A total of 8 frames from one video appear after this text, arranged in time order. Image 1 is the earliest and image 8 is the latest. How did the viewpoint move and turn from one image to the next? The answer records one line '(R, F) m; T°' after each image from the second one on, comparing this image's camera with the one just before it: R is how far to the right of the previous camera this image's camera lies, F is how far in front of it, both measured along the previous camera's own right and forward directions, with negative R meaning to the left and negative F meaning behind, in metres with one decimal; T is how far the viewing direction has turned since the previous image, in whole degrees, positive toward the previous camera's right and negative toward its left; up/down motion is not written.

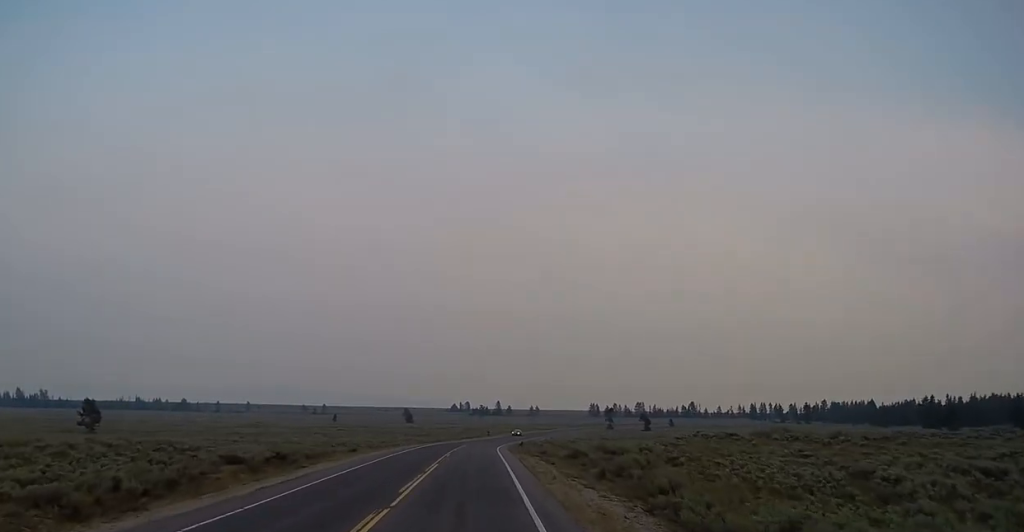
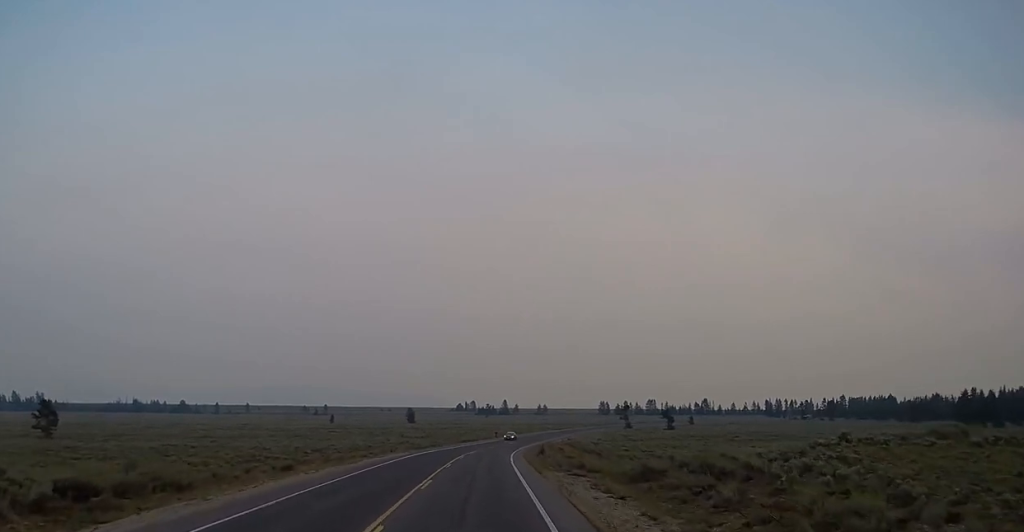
(+0.1, +20.8) m; +1°
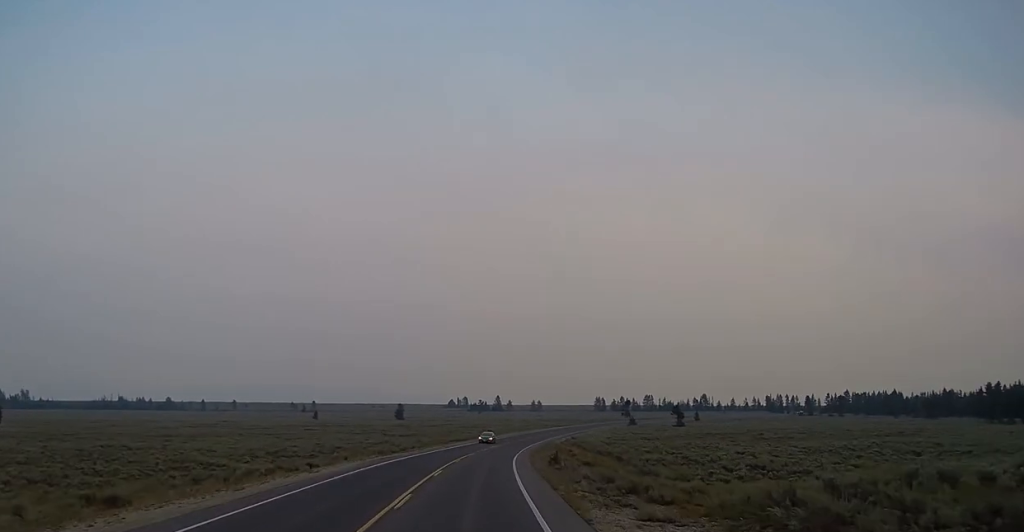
(+0.2, +18.6) m; 0°
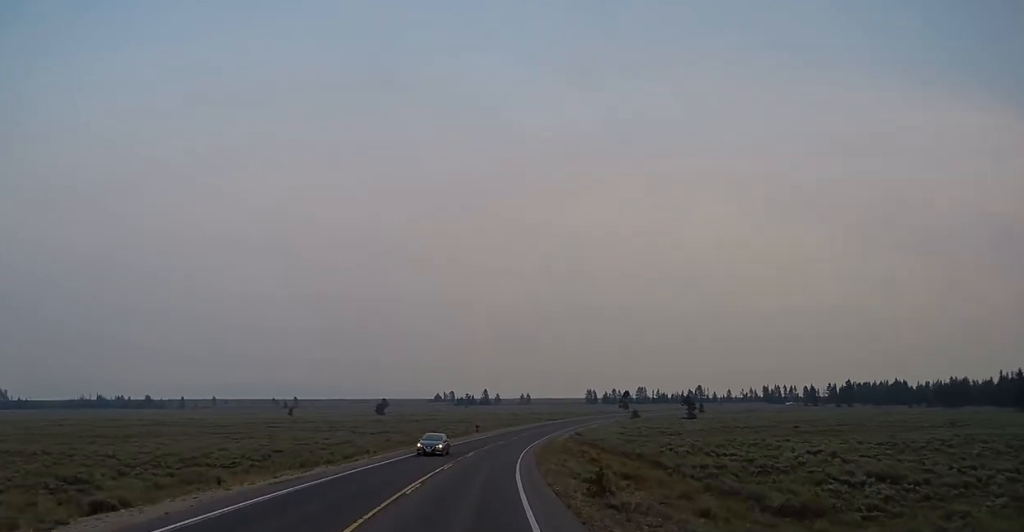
(0.0, +20.9) m; 0°
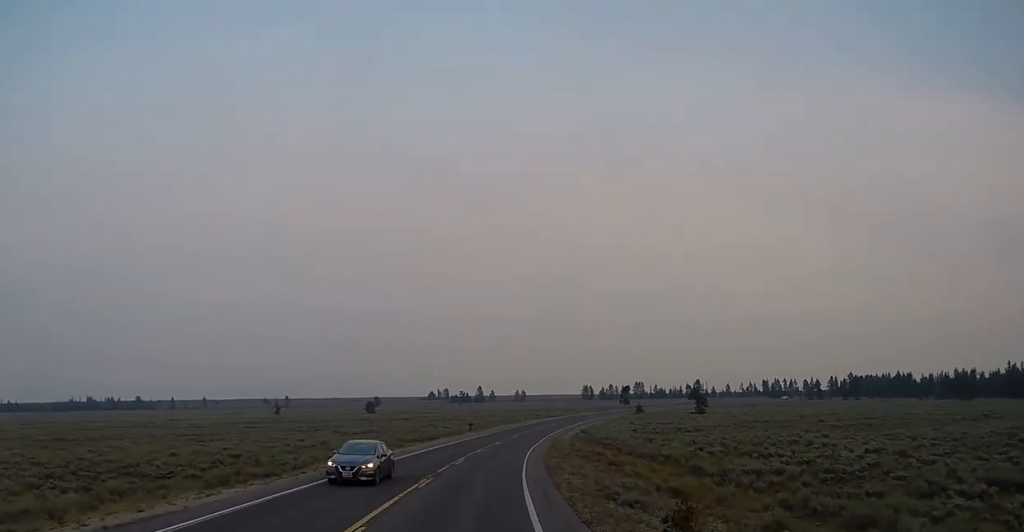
(0.0, +10.3) m; 0°
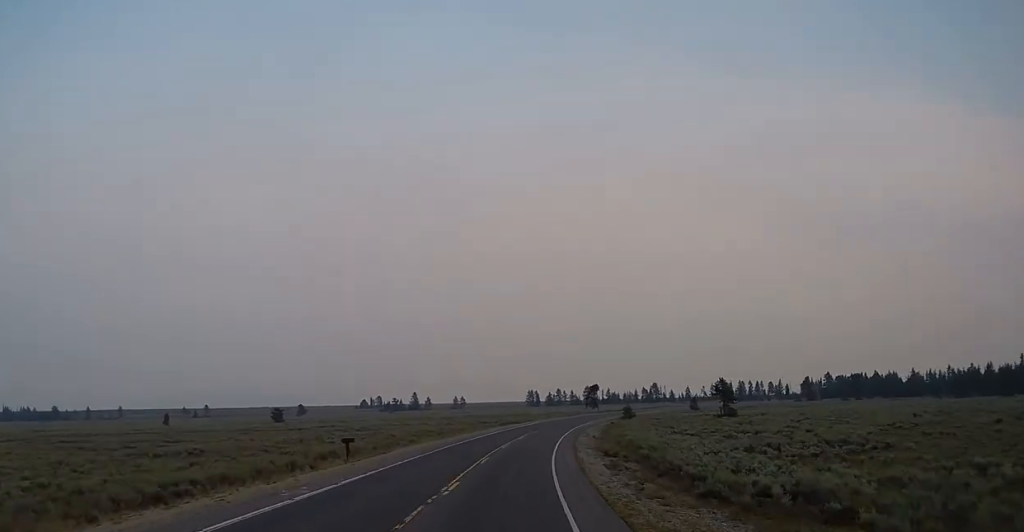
(+2.8, +50.7) m; +8°
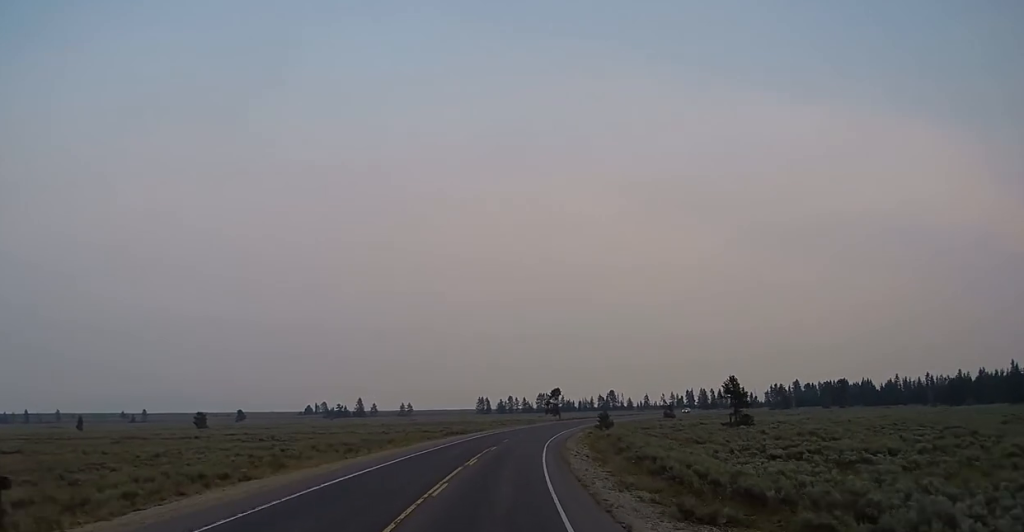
(+0.8, +25.6) m; +3°
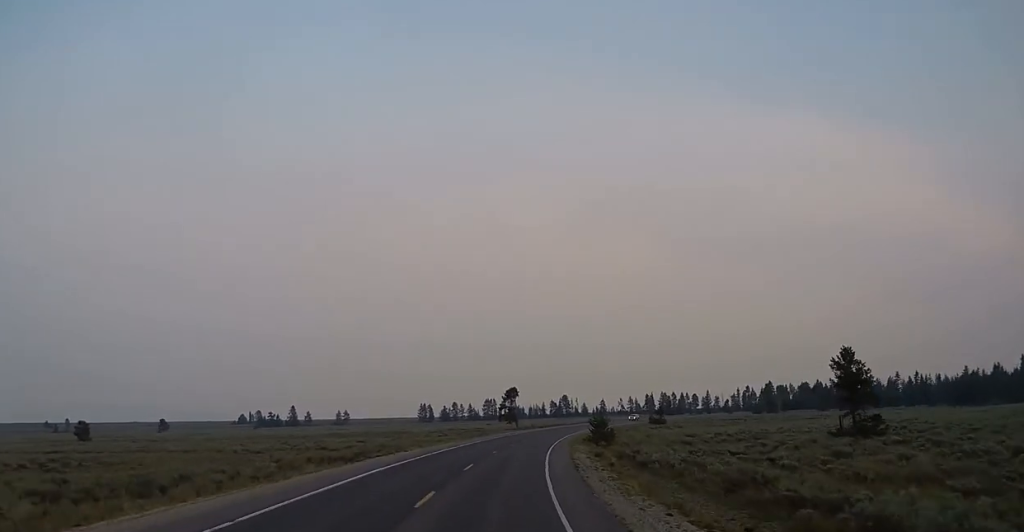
(+1.1, +37.6) m; +4°
